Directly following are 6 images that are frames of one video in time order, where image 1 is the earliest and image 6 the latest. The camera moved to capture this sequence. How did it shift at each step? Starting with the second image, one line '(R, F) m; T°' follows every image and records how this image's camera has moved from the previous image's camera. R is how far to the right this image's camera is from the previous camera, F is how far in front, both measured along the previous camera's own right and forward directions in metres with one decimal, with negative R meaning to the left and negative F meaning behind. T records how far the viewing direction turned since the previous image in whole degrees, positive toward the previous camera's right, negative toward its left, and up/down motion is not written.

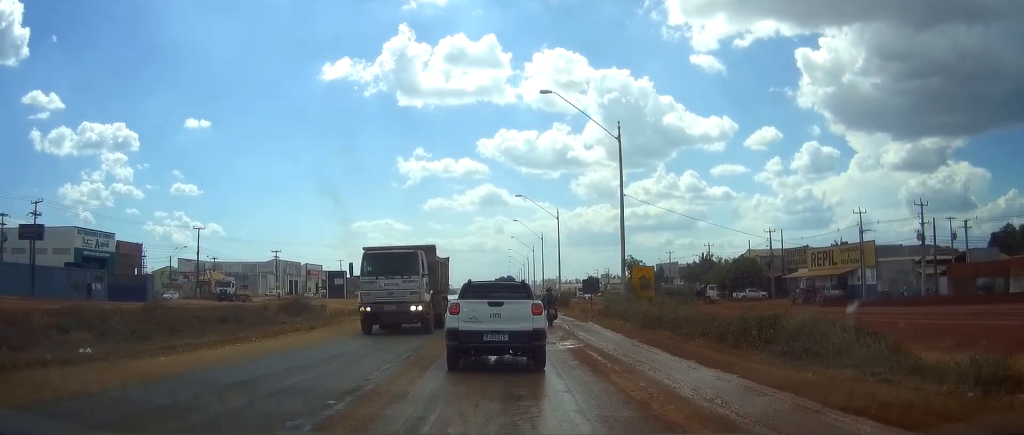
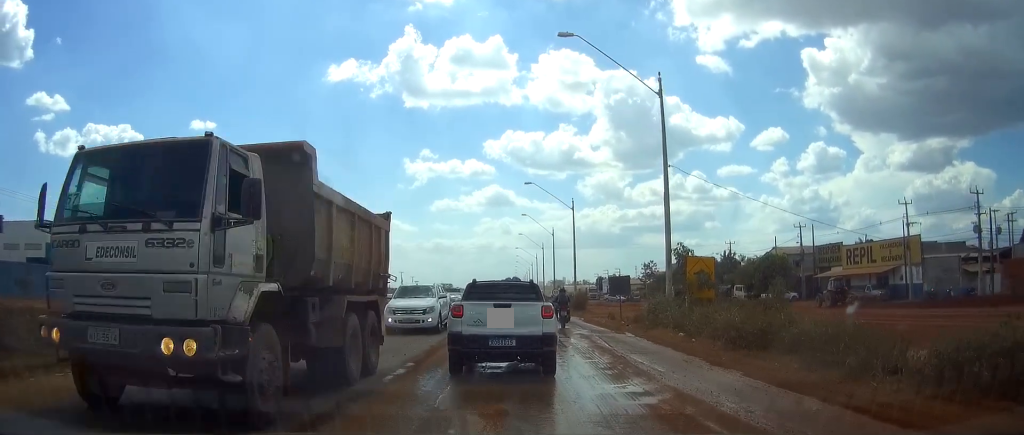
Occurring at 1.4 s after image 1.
(-0.1, +9.2) m; -1°
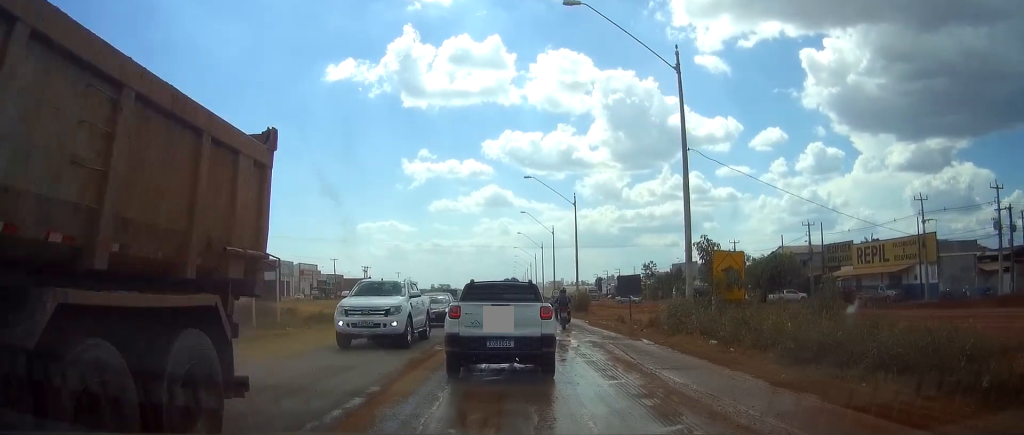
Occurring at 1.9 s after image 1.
(0.0, +3.5) m; -1°
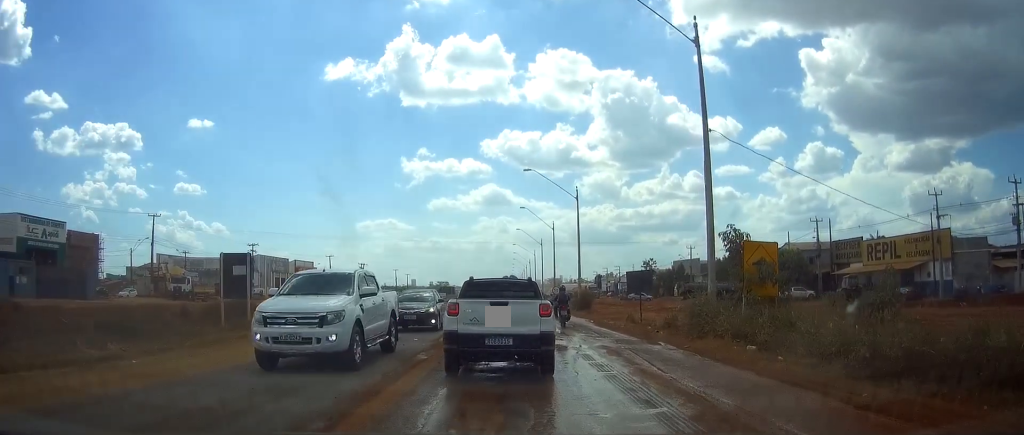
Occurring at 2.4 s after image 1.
(0.0, +3.1) m; 0°
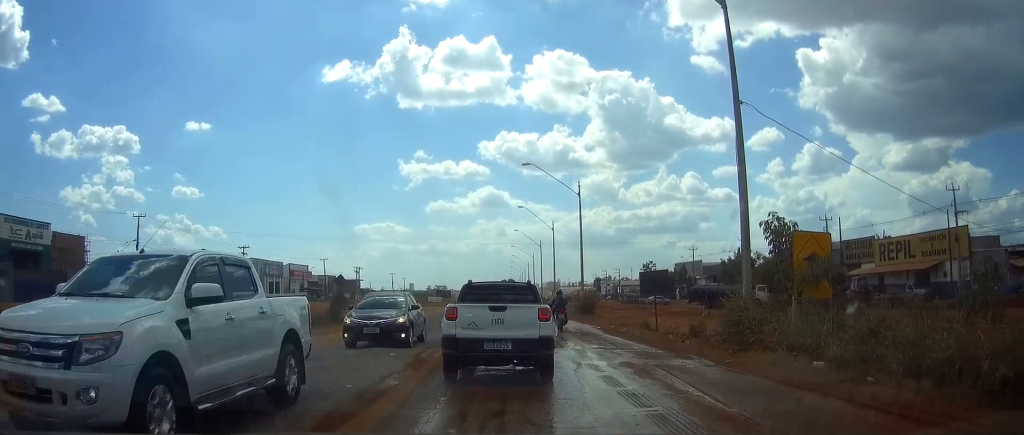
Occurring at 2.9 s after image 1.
(0.0, +3.6) m; 0°
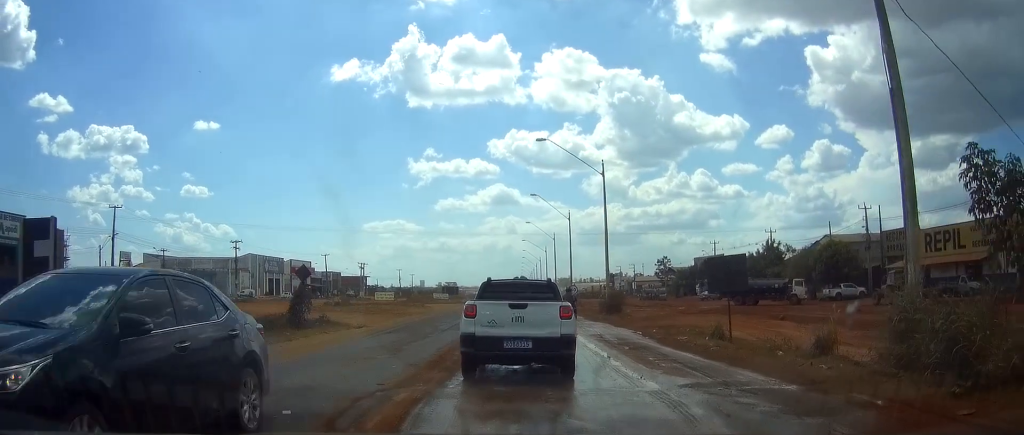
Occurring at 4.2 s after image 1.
(0.0, +8.0) m; -1°
